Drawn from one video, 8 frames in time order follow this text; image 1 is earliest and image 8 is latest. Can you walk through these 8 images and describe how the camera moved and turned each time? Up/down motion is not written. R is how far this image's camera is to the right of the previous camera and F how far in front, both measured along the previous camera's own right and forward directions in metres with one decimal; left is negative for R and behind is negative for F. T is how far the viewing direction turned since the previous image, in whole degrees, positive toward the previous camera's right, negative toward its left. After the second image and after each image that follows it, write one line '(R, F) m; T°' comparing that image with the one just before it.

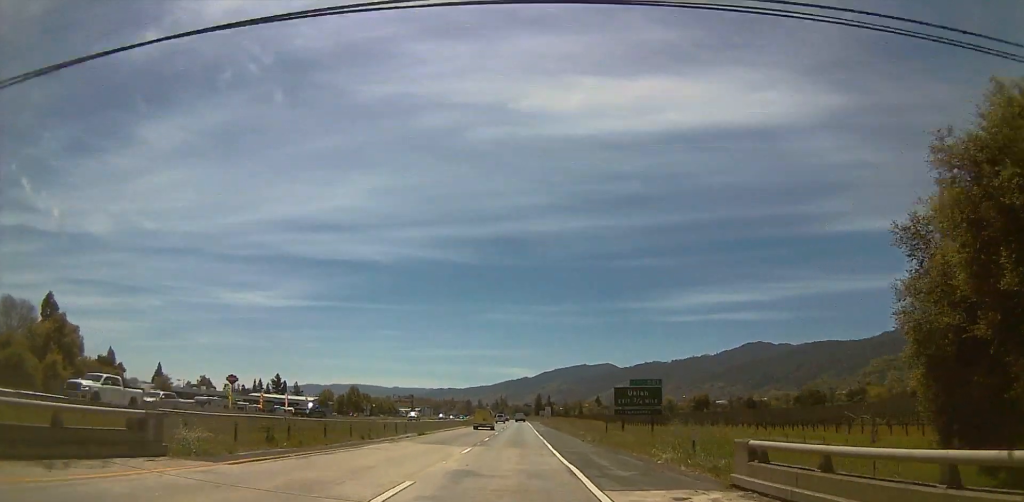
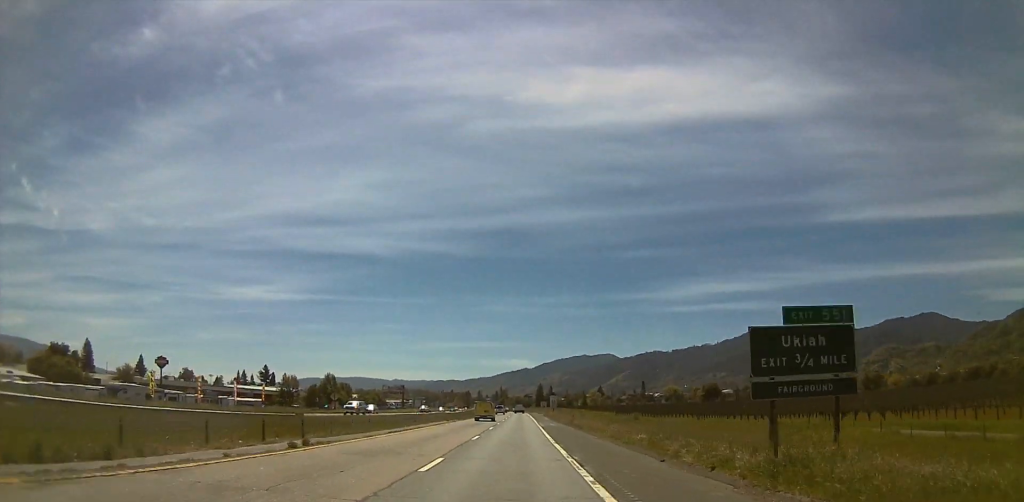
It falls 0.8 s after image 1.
(0.0, +23.7) m; 0°
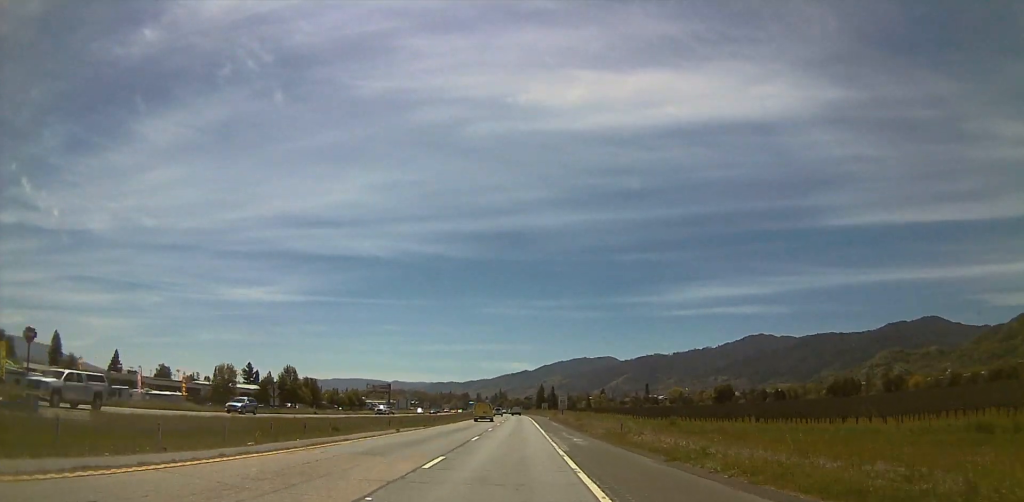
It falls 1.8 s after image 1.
(0.0, +28.5) m; 0°
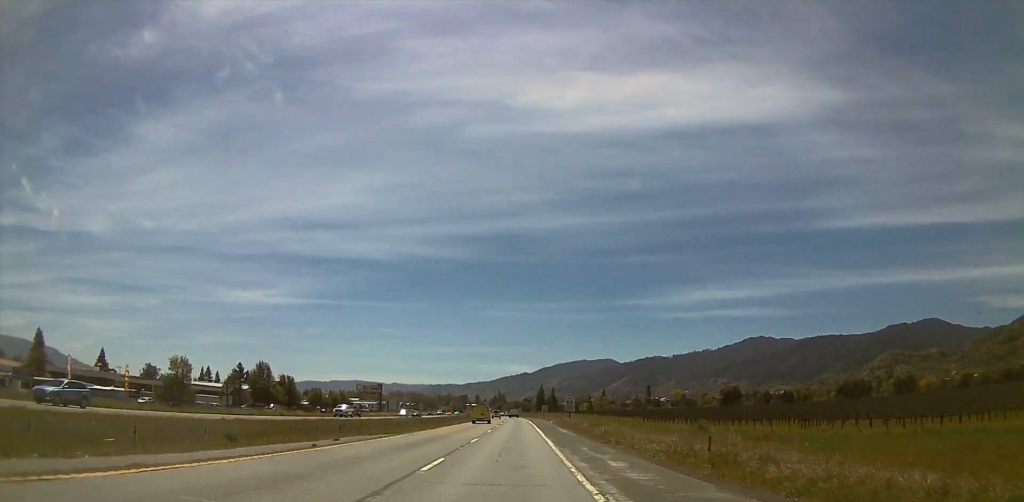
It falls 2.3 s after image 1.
(0.0, +14.2) m; 0°
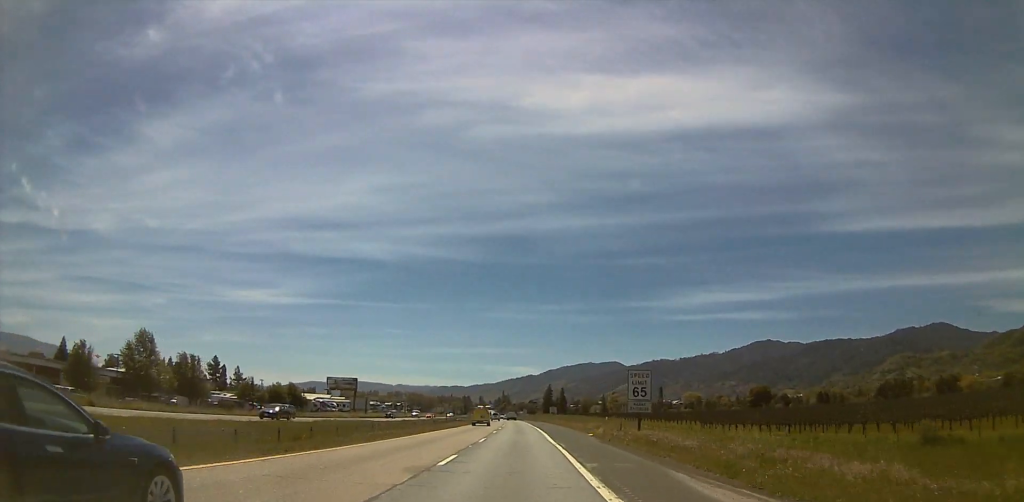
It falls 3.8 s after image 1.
(0.0, +42.8) m; 0°
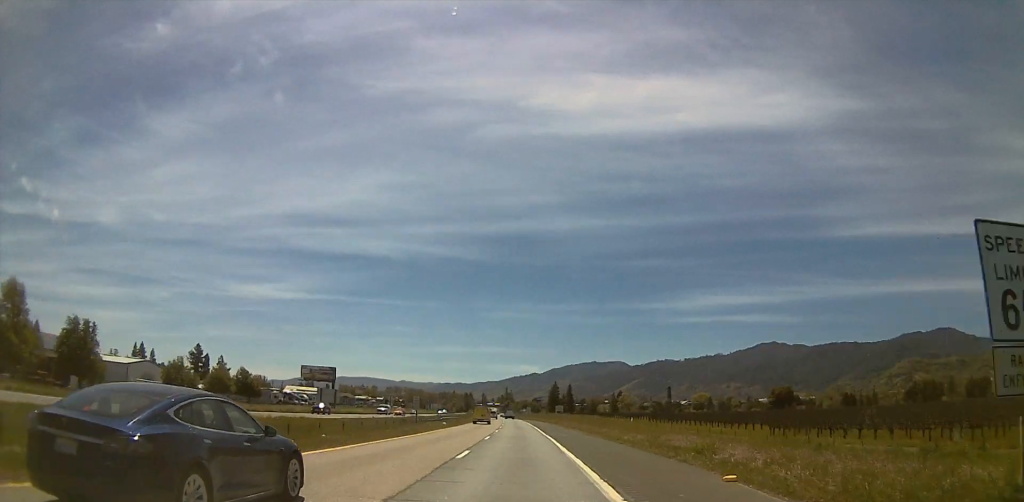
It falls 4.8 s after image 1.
(0.0, +26.7) m; 0°
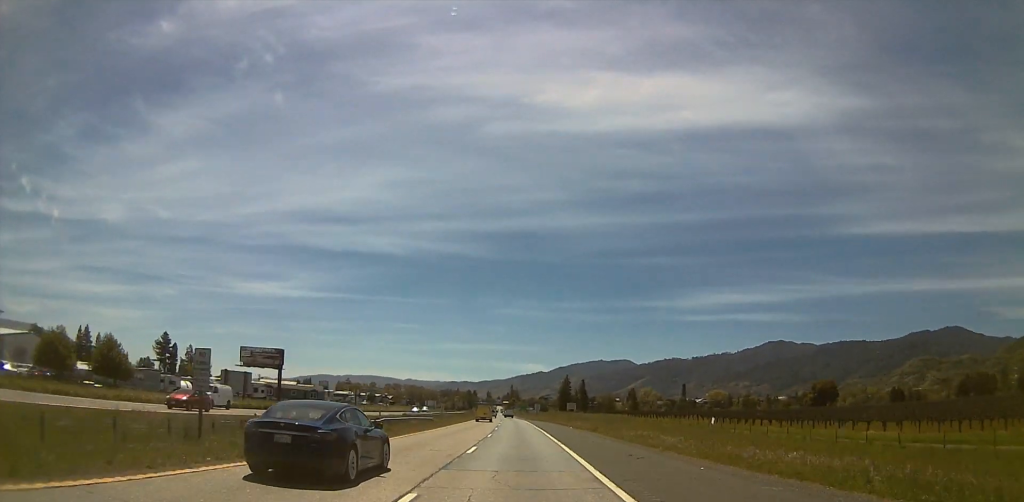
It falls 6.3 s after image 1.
(0.0, +42.0) m; 0°
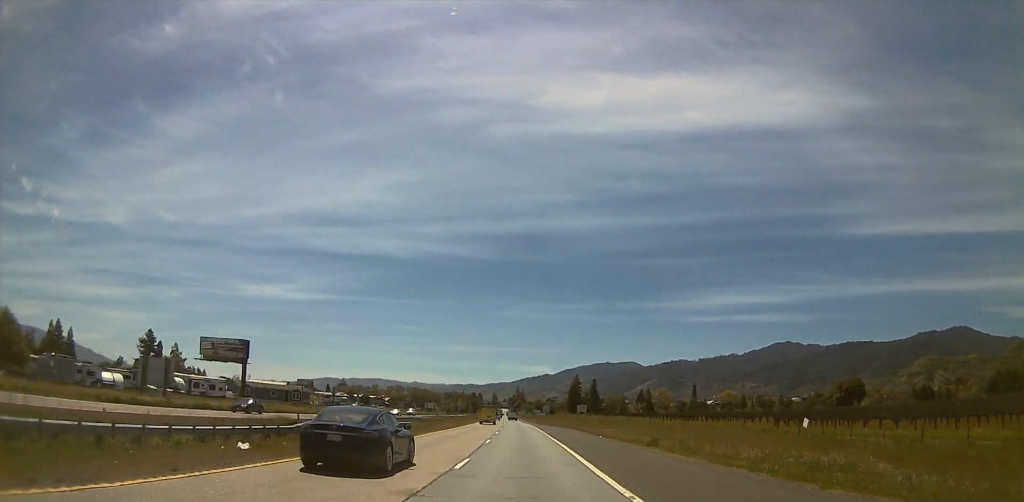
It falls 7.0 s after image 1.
(0.0, +20.1) m; 0°
